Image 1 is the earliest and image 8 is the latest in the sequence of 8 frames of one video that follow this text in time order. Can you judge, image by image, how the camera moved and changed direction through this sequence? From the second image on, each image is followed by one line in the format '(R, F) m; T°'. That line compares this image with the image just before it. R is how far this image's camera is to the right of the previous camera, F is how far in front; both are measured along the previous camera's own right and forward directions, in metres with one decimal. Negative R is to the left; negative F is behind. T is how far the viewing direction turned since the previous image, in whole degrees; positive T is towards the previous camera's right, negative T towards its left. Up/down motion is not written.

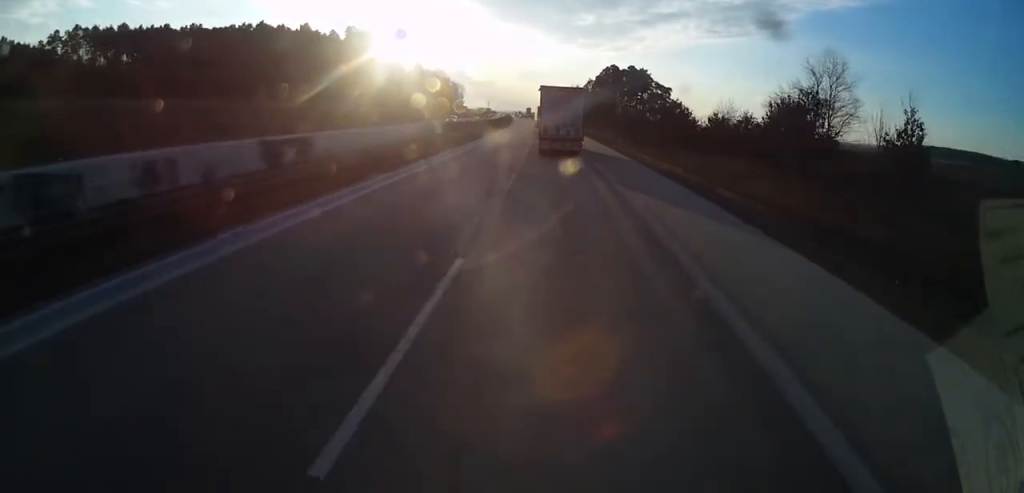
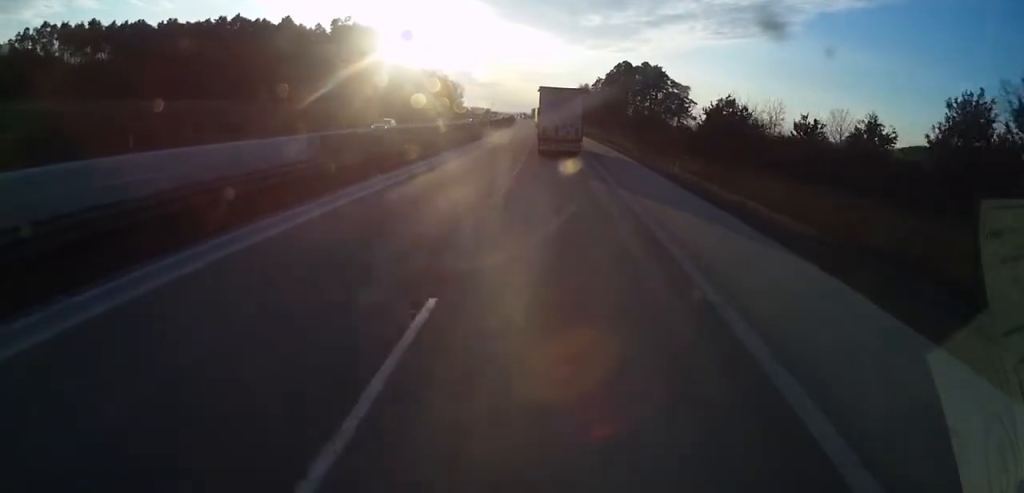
(0.0, +20.1) m; 0°
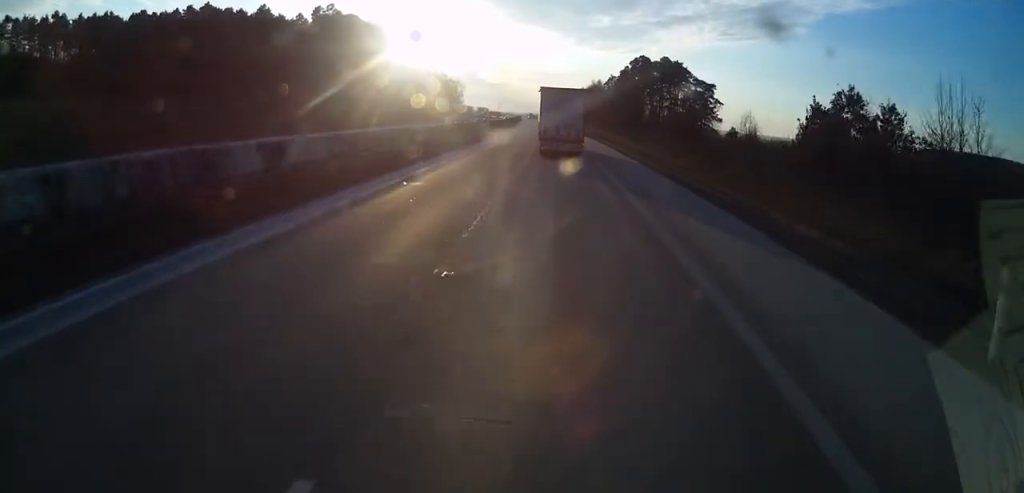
(0.0, +22.5) m; 0°
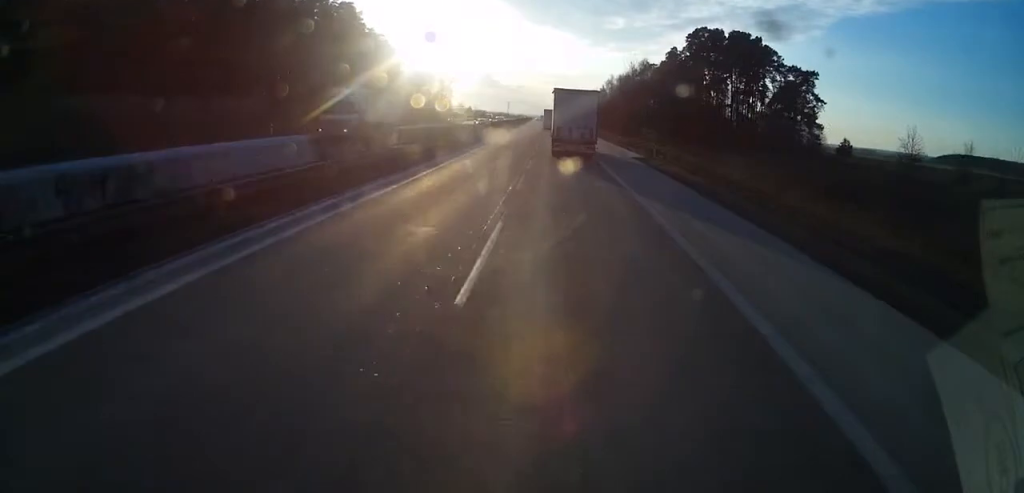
(-0.3, +62.0) m; -2°
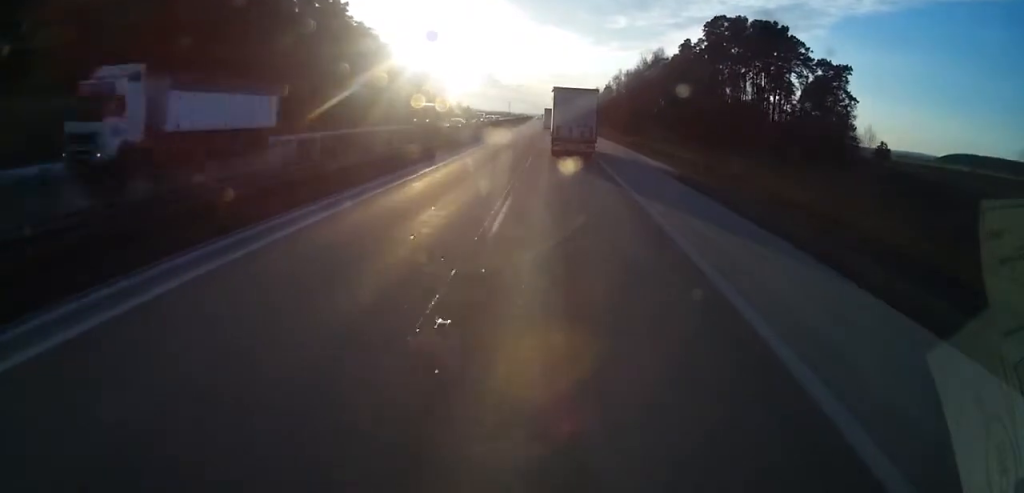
(-0.3, +13.3) m; -1°
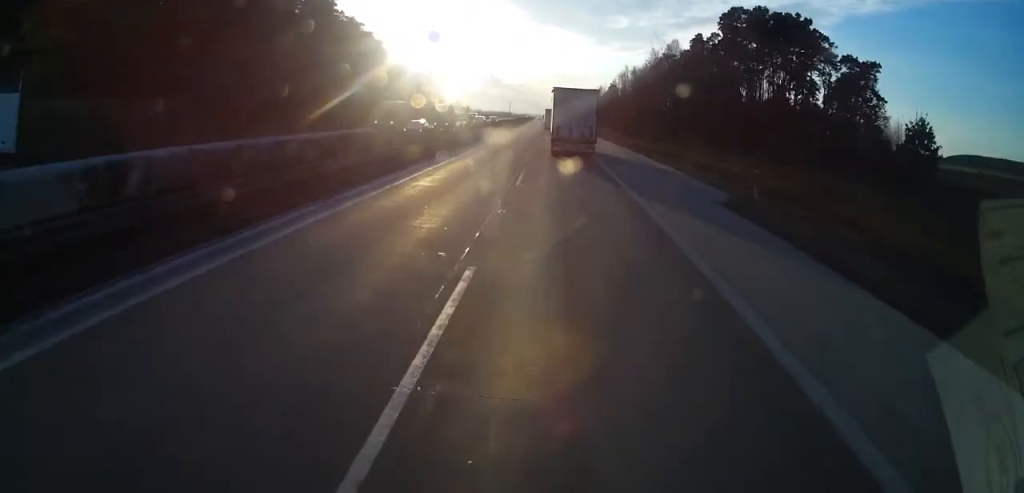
(0.0, +9.4) m; 0°
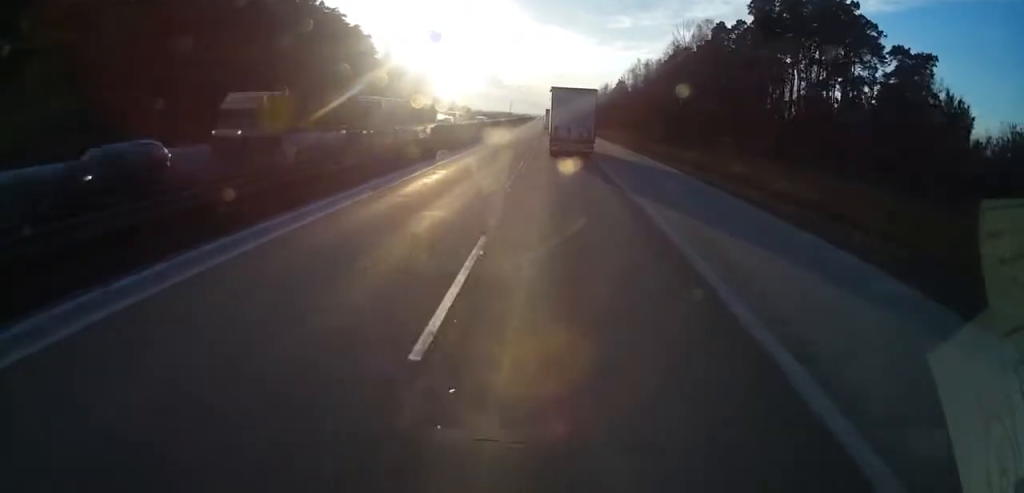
(0.0, +15.7) m; 0°
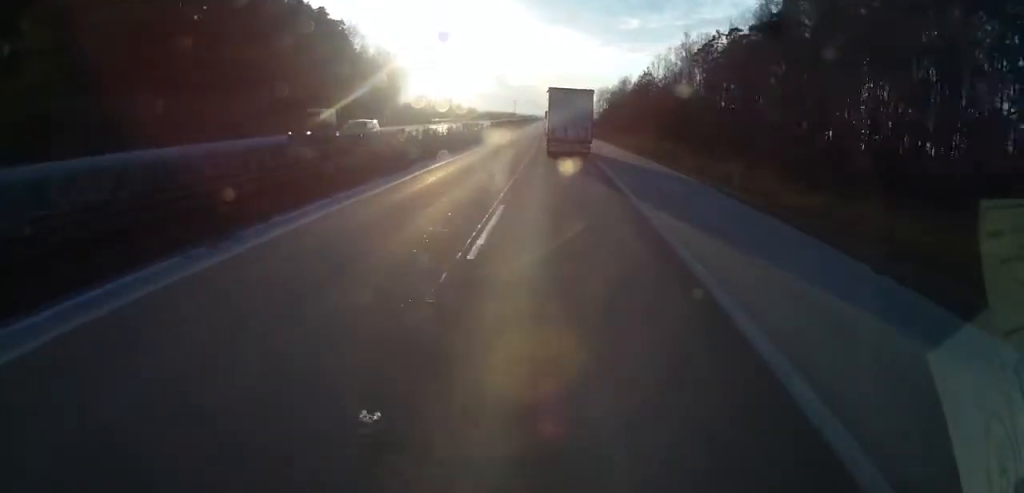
(-0.2, +32.0) m; 0°
